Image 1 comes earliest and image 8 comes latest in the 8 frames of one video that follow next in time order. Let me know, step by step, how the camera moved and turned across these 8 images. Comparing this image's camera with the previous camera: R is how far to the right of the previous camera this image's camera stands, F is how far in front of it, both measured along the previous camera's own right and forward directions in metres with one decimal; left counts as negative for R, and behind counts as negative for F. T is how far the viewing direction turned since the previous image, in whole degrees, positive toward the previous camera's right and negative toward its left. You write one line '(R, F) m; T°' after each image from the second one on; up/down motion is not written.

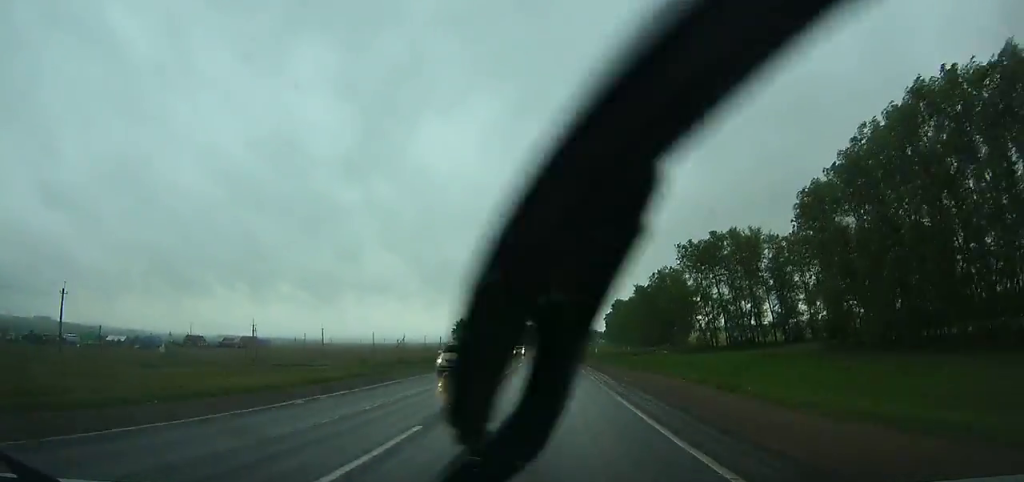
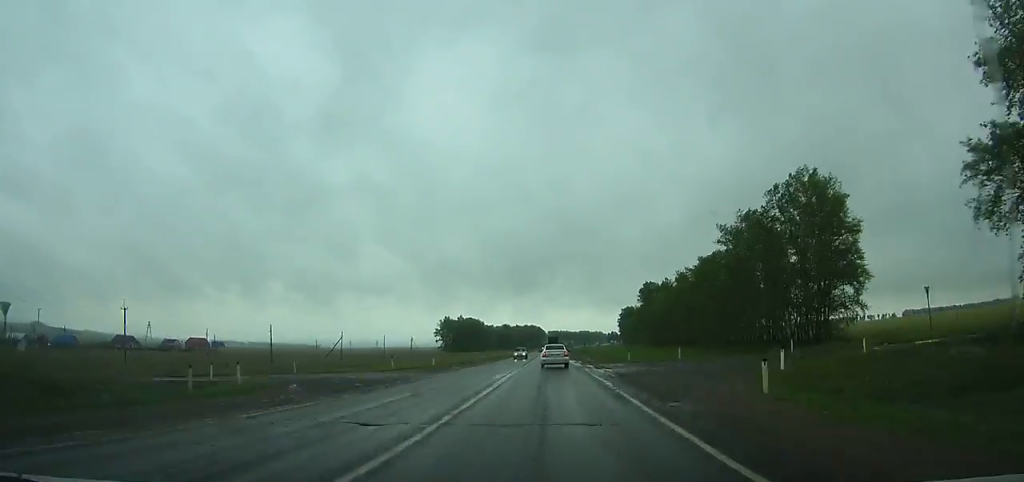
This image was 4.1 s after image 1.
(+0.3, +78.6) m; 0°
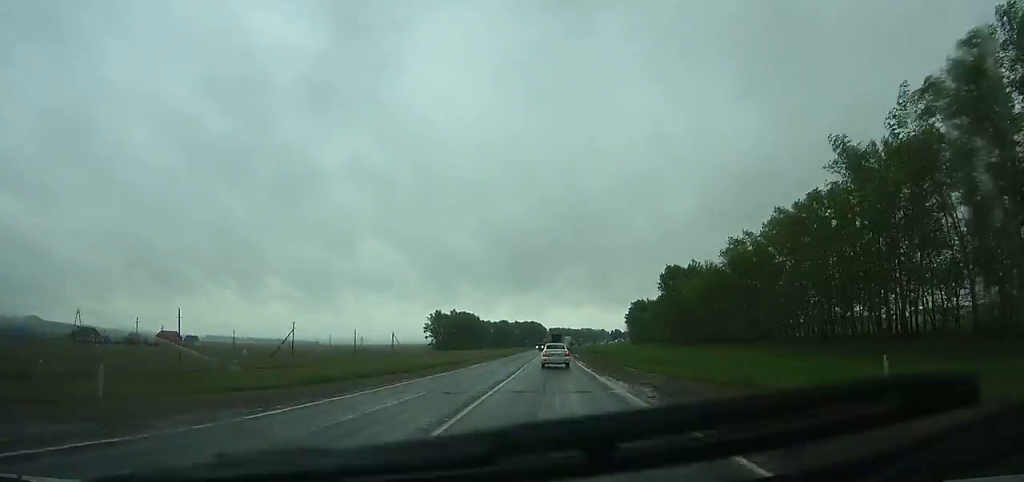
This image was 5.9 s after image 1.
(0.0, +34.7) m; 0°
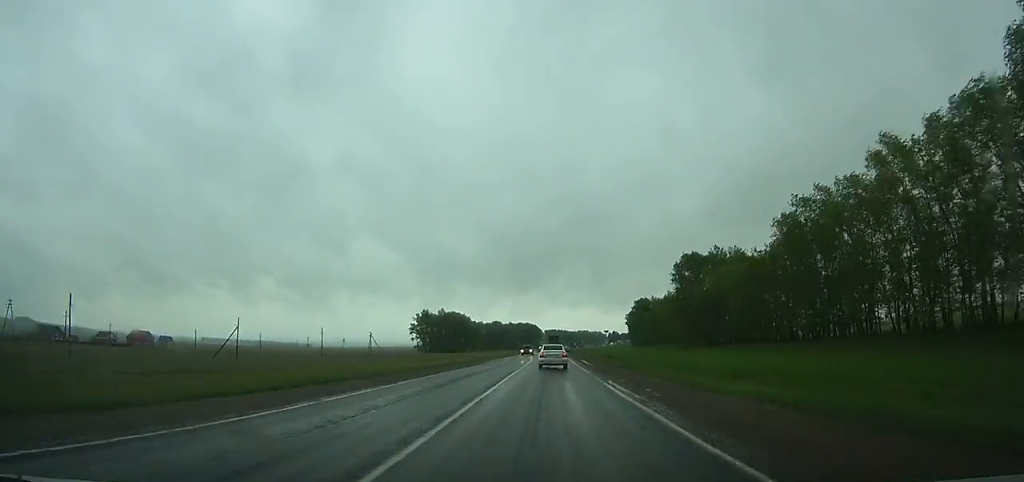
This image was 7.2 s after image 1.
(0.0, +25.2) m; 0°
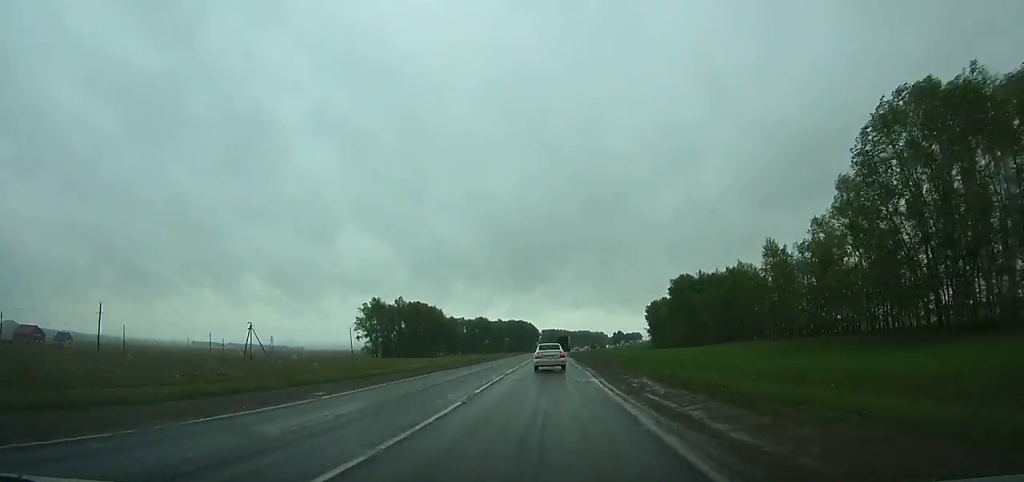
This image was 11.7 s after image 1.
(+0.3, +87.2) m; 0°
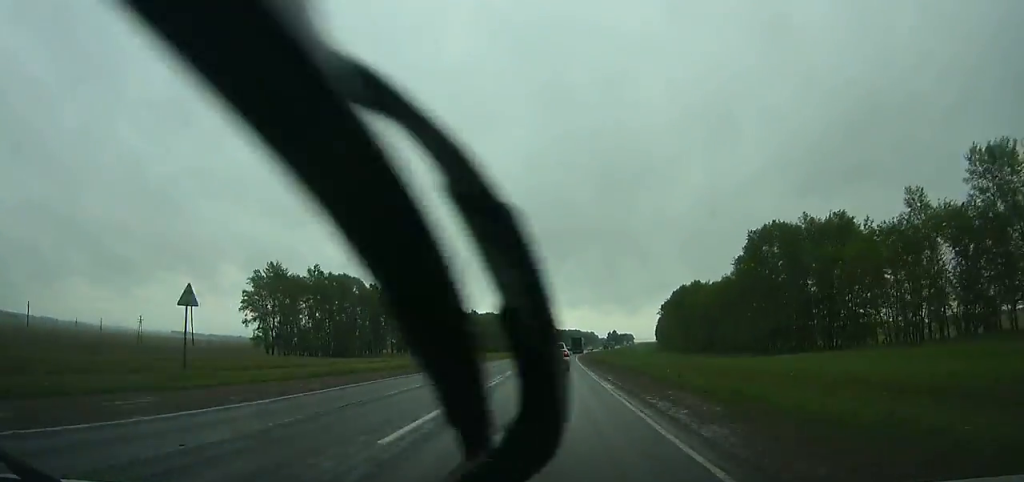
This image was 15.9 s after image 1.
(+0.5, +80.2) m; +1°
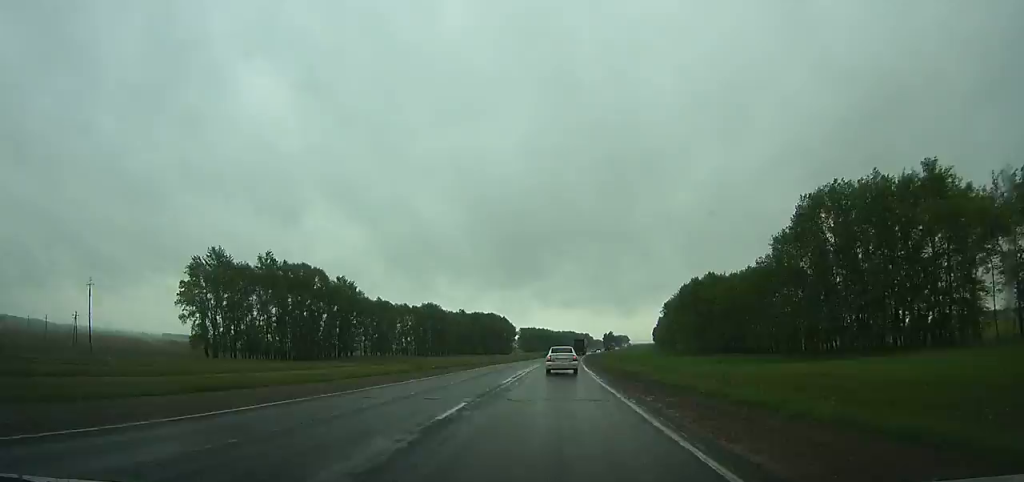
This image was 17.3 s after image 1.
(0.0, +26.5) m; +1°
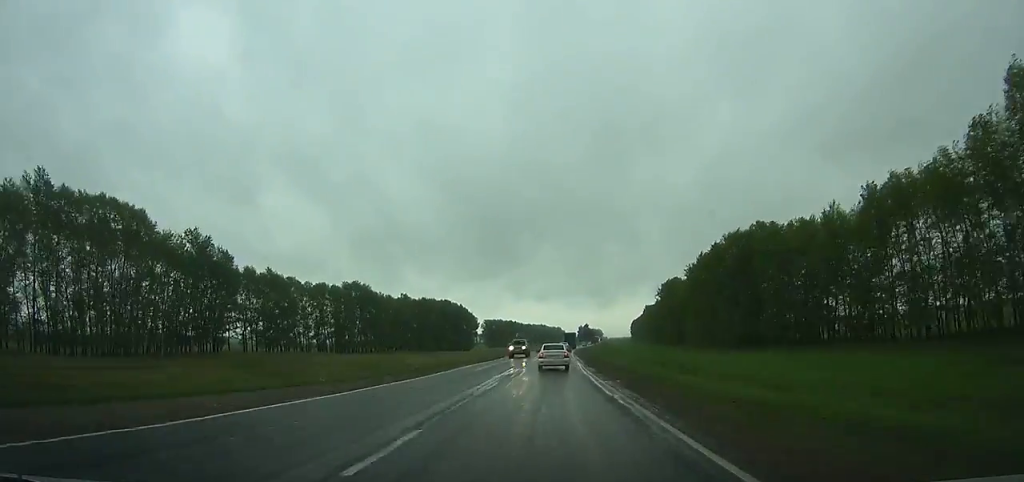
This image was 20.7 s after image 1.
(+1.3, +63.8) m; +3°
